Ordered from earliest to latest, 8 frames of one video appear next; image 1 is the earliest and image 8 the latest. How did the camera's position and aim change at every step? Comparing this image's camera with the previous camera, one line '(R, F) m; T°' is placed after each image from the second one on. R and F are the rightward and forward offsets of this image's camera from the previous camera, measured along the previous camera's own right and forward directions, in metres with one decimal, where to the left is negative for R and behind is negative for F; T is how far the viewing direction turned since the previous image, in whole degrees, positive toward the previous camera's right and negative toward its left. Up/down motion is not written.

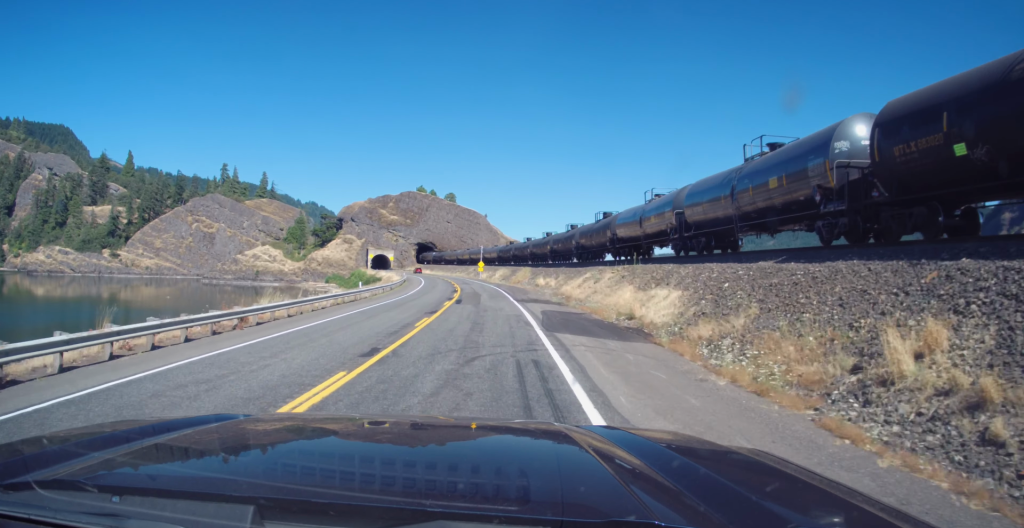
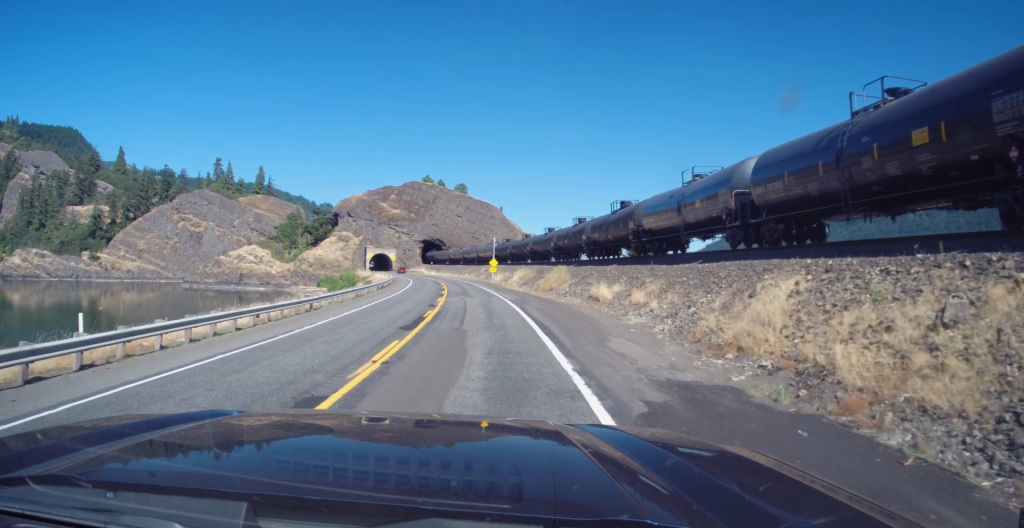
(-0.1, +31.0) m; -2°
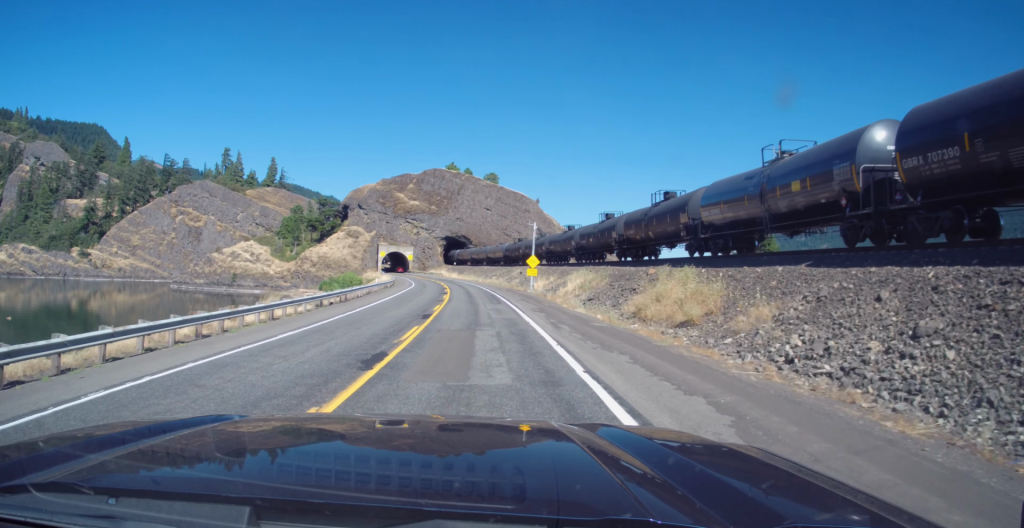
(-1.2, +31.4) m; -3°
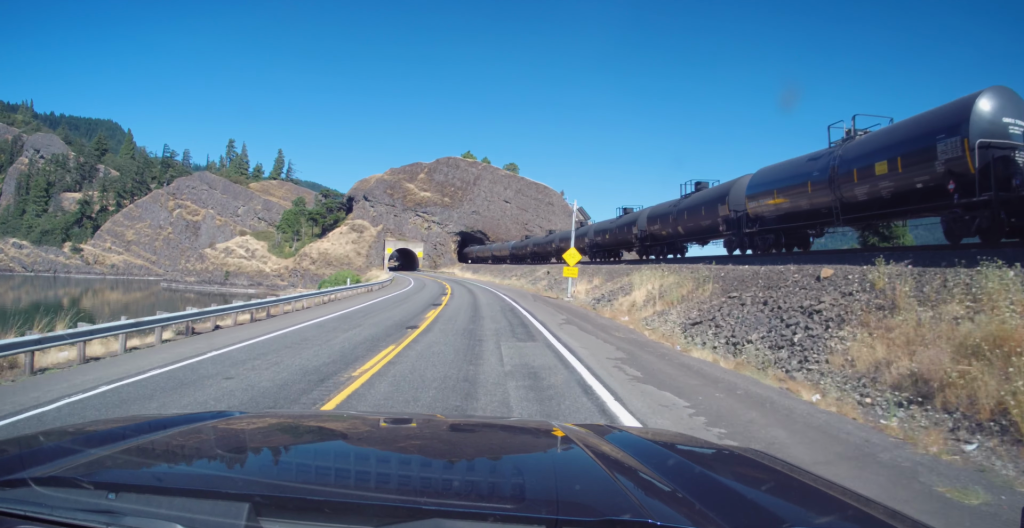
(+0.1, +18.6) m; -1°
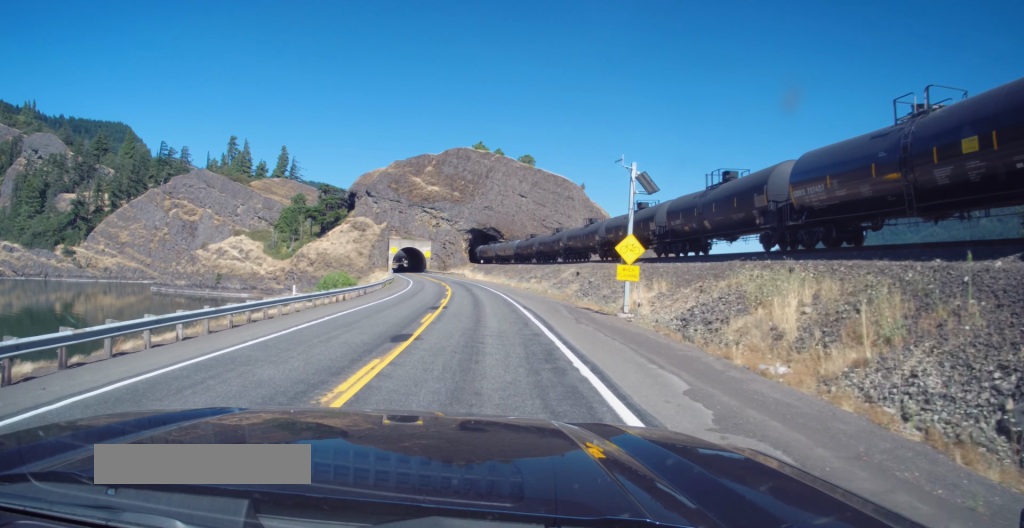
(-0.1, +13.8) m; -1°
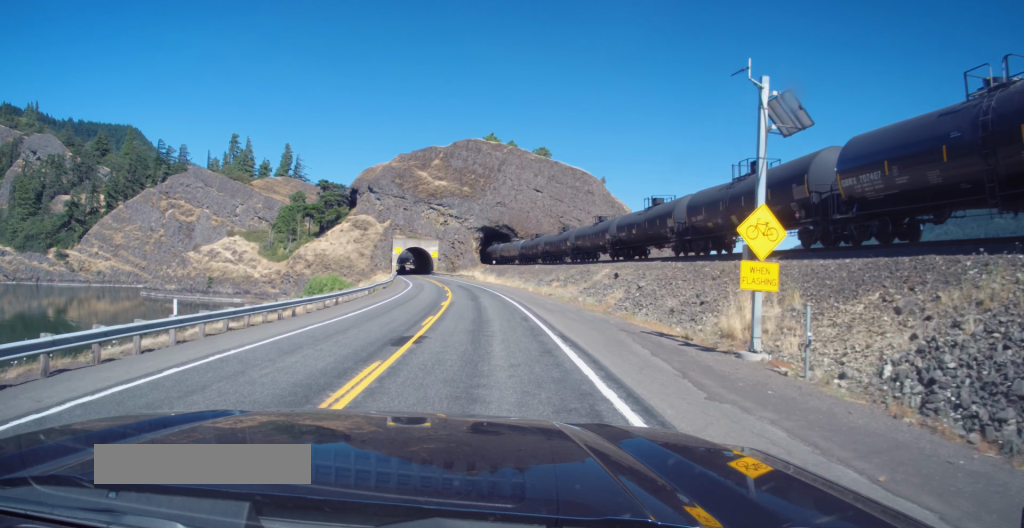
(-0.3, +12.9) m; -2°
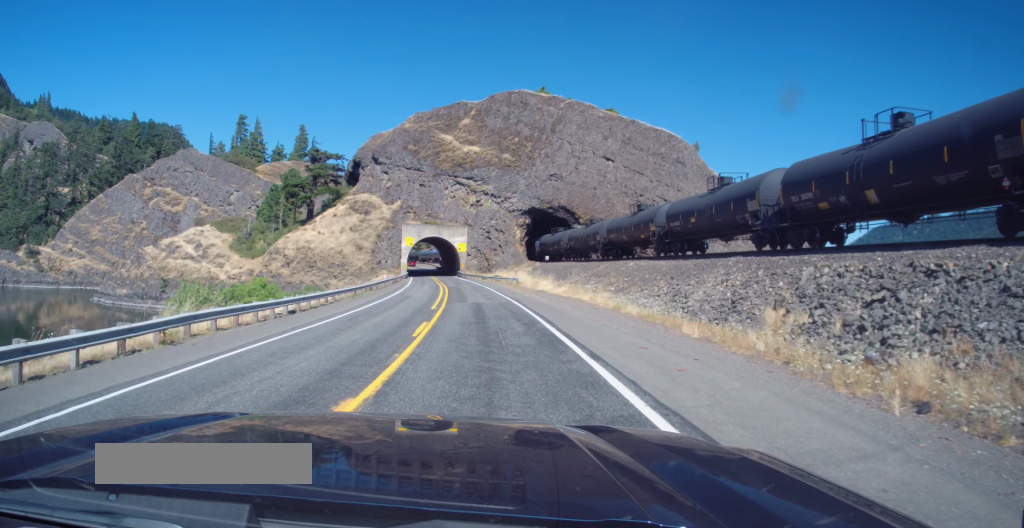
(-1.4, +40.0) m; -4°
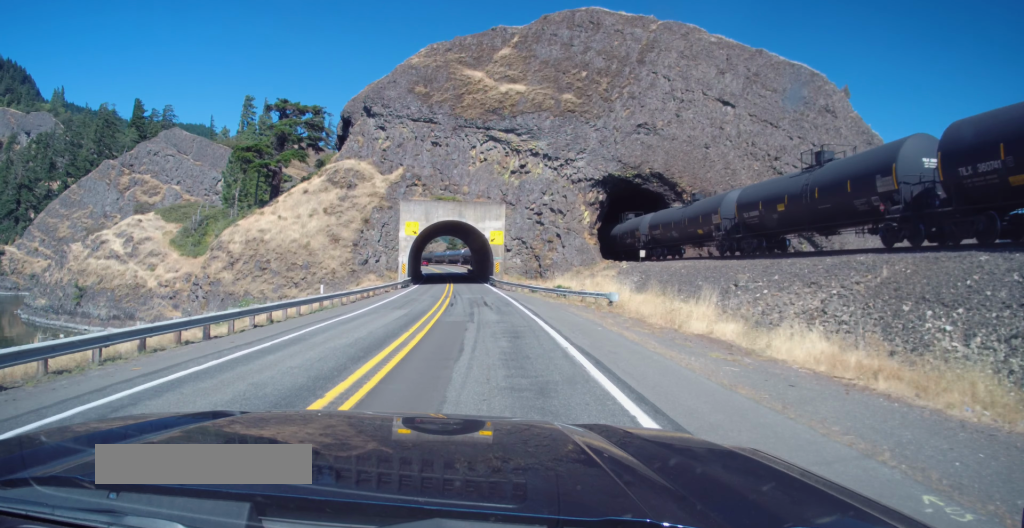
(-1.1, +36.2) m; -3°
